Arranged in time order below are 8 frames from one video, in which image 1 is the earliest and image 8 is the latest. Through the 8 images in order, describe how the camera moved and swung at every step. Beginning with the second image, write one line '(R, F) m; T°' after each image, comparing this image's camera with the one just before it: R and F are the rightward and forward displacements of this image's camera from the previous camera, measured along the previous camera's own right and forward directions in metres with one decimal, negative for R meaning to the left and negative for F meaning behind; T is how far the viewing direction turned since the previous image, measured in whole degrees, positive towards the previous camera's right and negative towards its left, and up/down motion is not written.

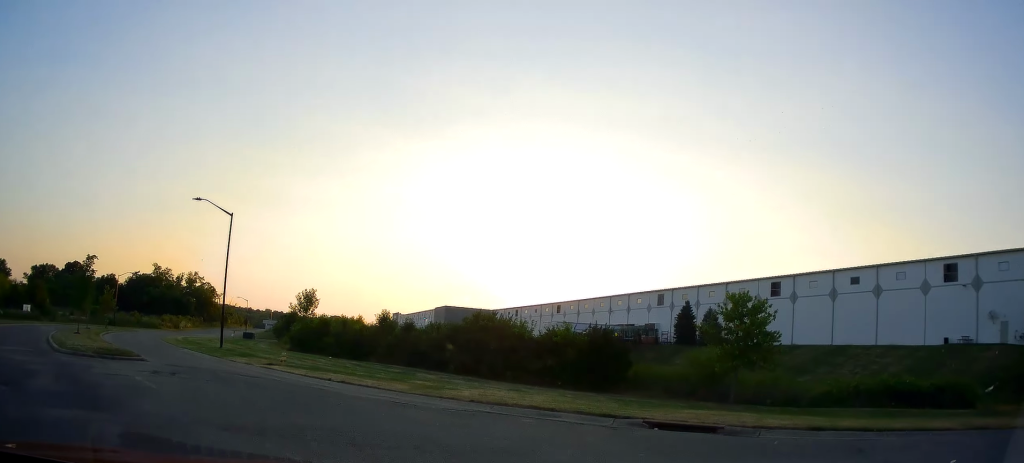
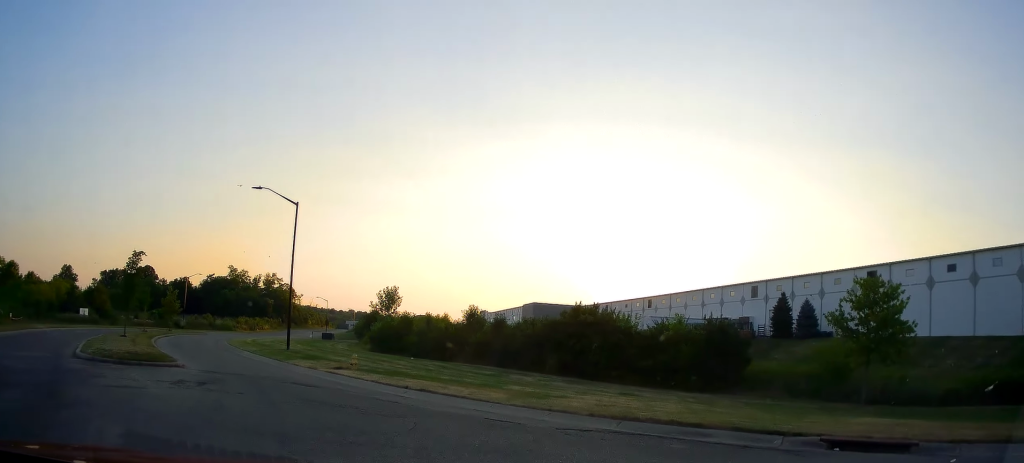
(-0.2, +3.1) m; -5°
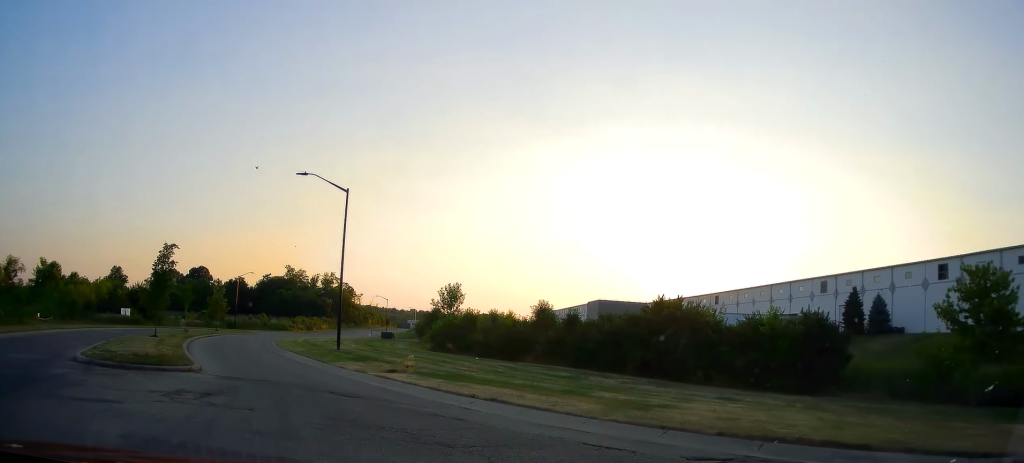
(-0.1, +2.5) m; -4°
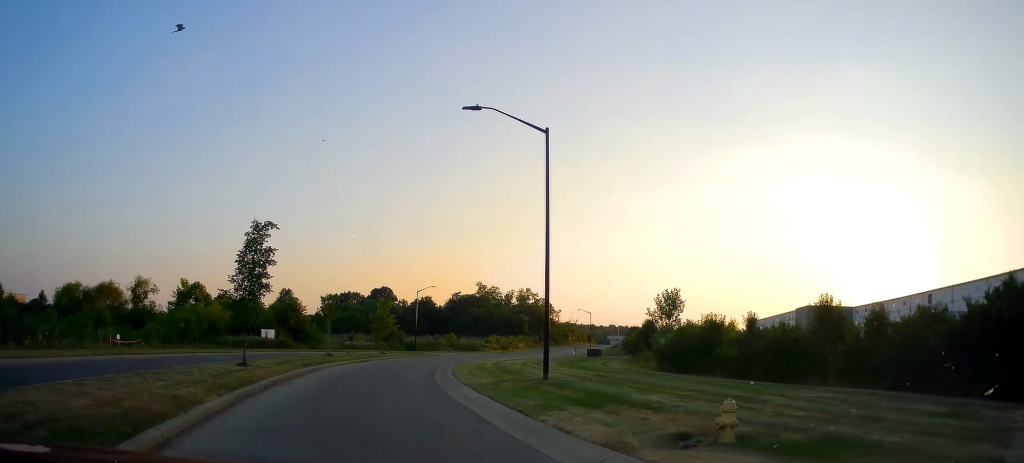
(-1.2, +8.7) m; -13°
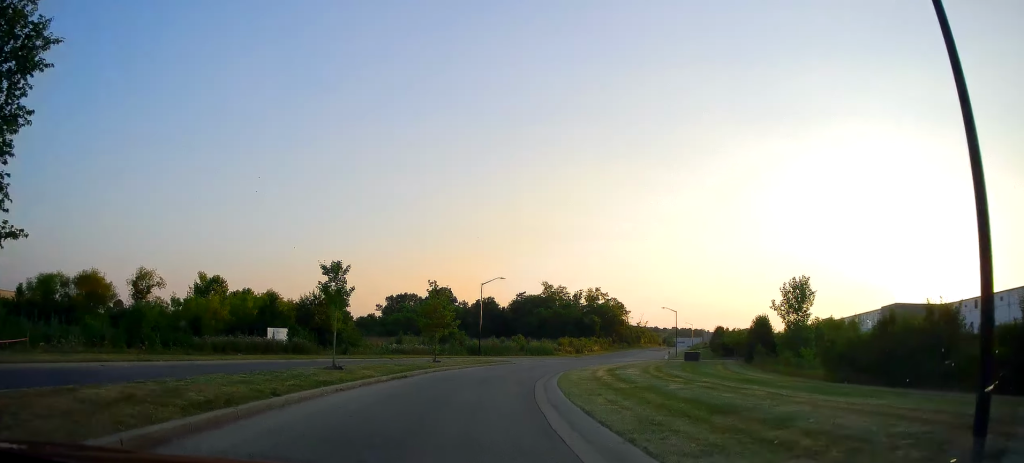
(-1.5, +12.3) m; -13°
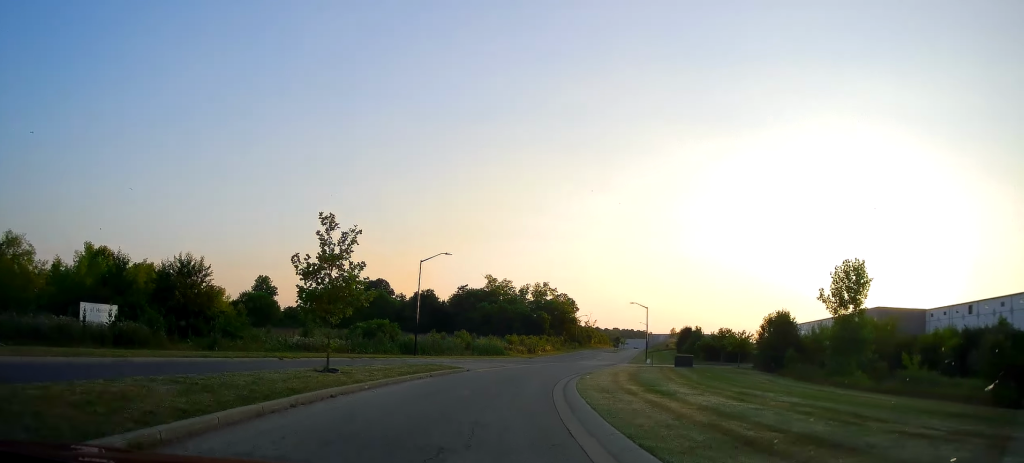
(+0.1, +15.8) m; -2°
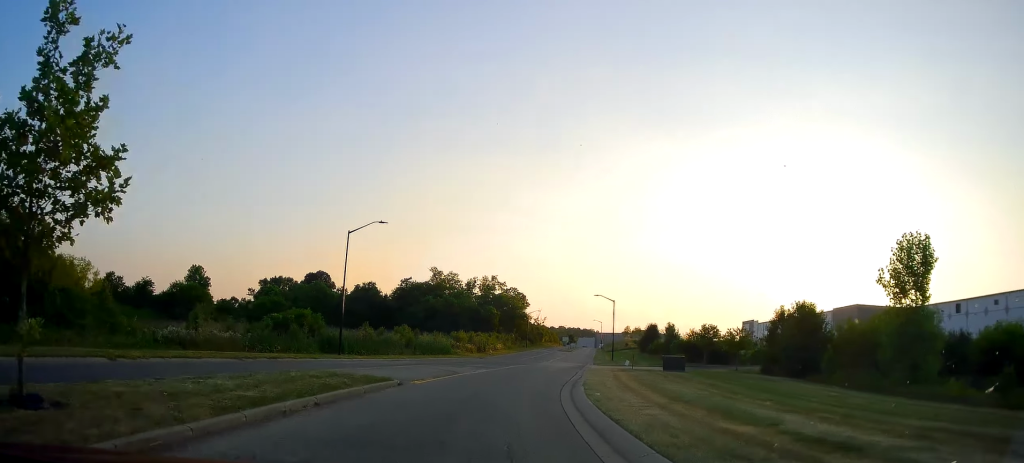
(-1.3, +13.0) m; +1°
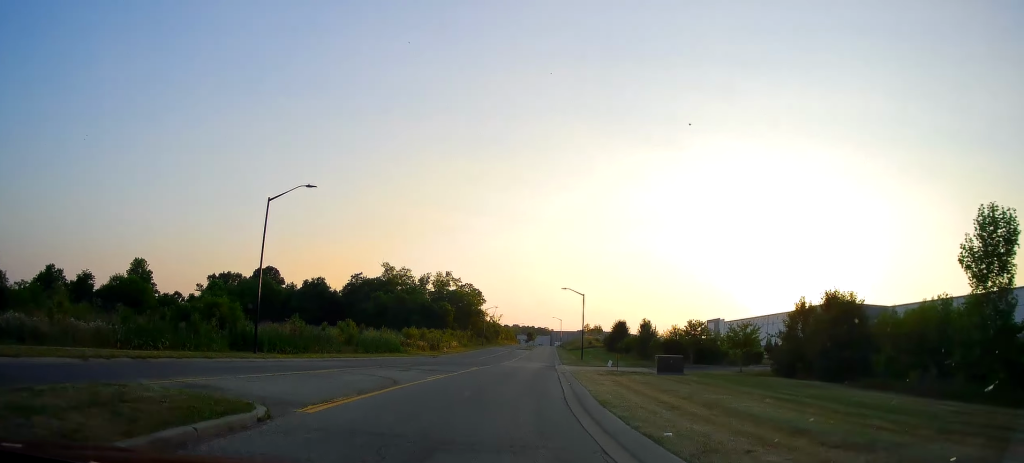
(+1.2, +10.1) m; +7°
